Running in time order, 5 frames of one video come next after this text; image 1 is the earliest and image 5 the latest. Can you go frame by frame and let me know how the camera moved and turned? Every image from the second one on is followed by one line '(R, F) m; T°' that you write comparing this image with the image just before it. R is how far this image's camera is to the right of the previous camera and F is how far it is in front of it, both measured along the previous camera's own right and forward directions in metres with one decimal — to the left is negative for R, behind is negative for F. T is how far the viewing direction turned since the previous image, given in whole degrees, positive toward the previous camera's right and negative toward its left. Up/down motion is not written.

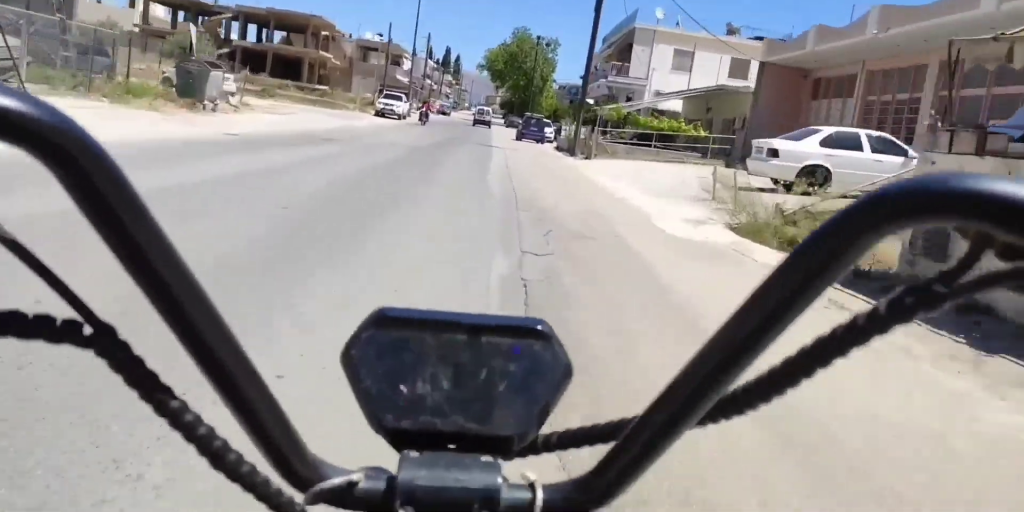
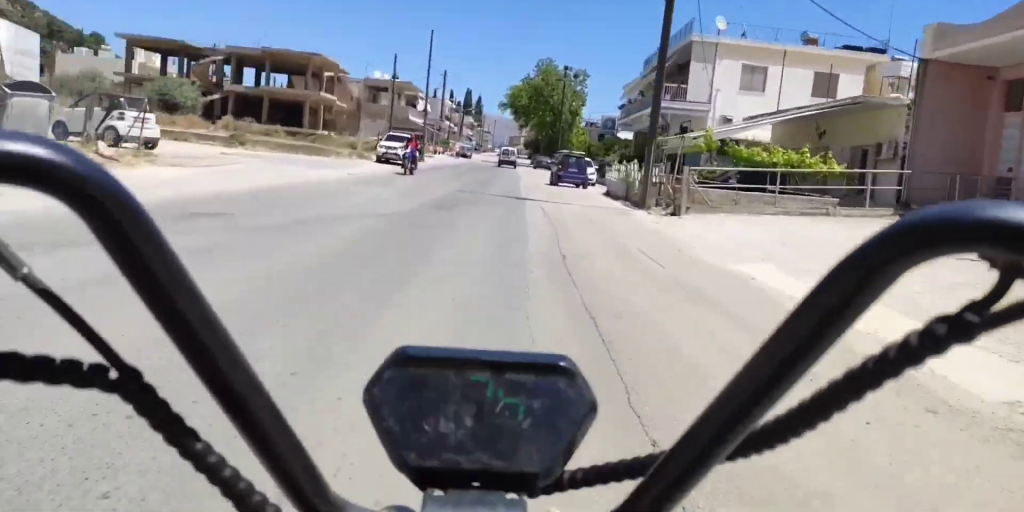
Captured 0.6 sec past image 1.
(-0.2, +9.8) m; 0°
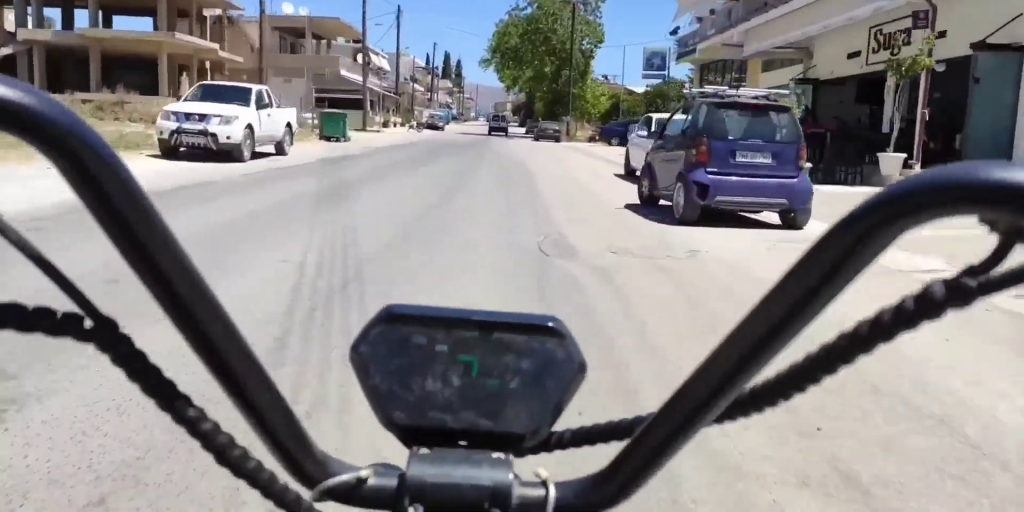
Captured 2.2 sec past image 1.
(+0.2, +25.7) m; +1°
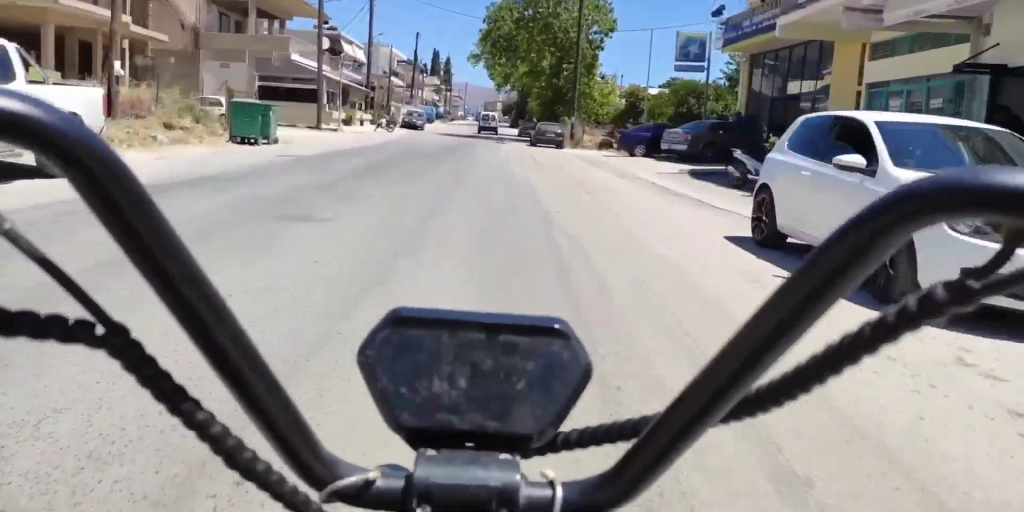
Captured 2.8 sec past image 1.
(0.0, +9.8) m; 0°
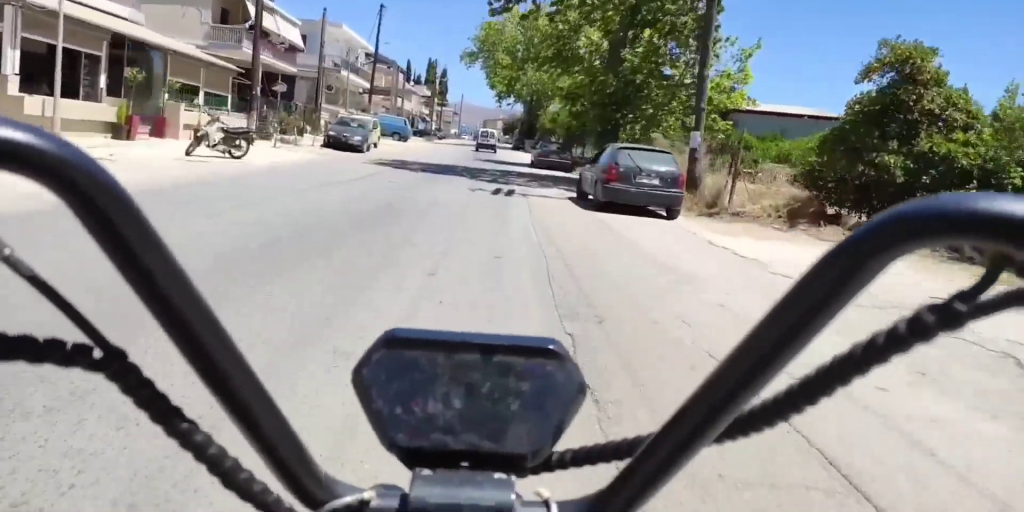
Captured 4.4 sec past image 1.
(+0.2, +26.0) m; +1°
